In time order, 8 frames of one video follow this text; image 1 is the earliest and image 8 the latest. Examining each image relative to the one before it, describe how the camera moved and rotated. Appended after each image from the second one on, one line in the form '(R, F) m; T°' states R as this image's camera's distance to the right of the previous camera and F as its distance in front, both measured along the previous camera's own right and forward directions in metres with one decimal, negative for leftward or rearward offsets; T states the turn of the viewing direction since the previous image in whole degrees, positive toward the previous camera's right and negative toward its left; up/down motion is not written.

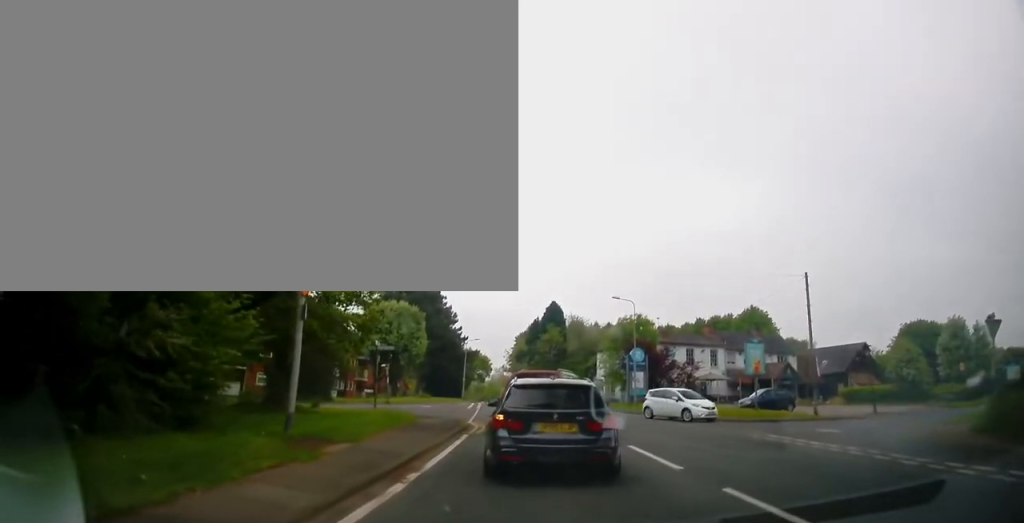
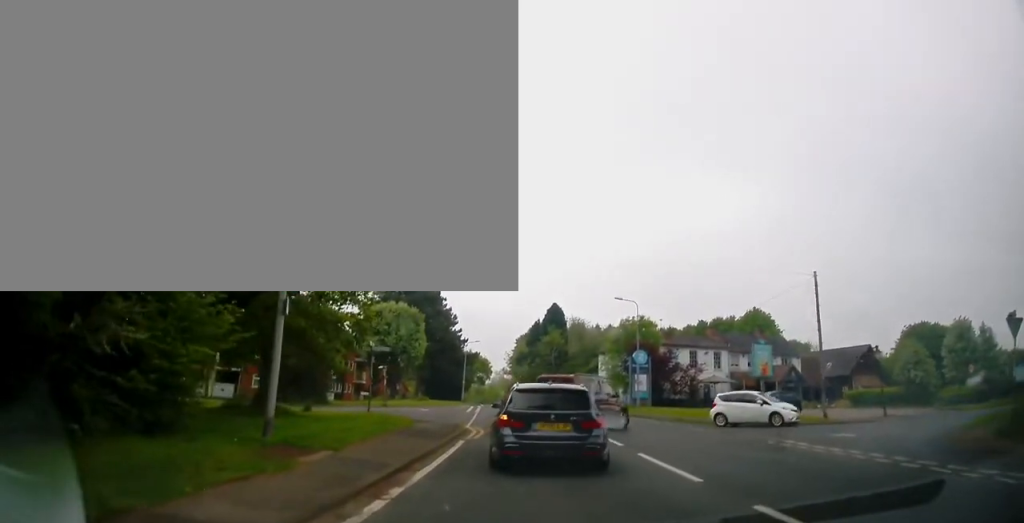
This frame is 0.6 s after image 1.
(0.0, +1.0) m; +2°
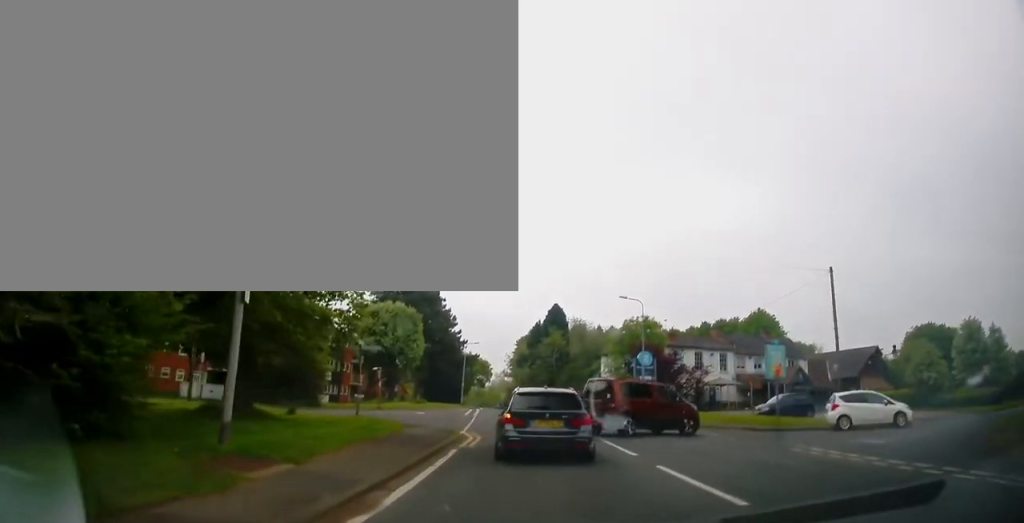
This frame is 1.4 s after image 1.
(+0.1, +1.6) m; +4°
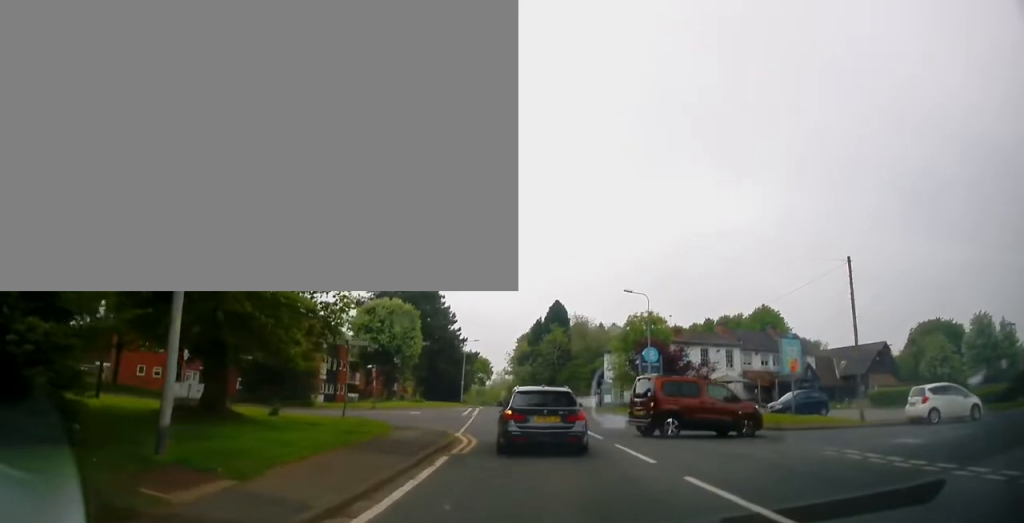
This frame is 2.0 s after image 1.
(+0.1, +1.6) m; +1°
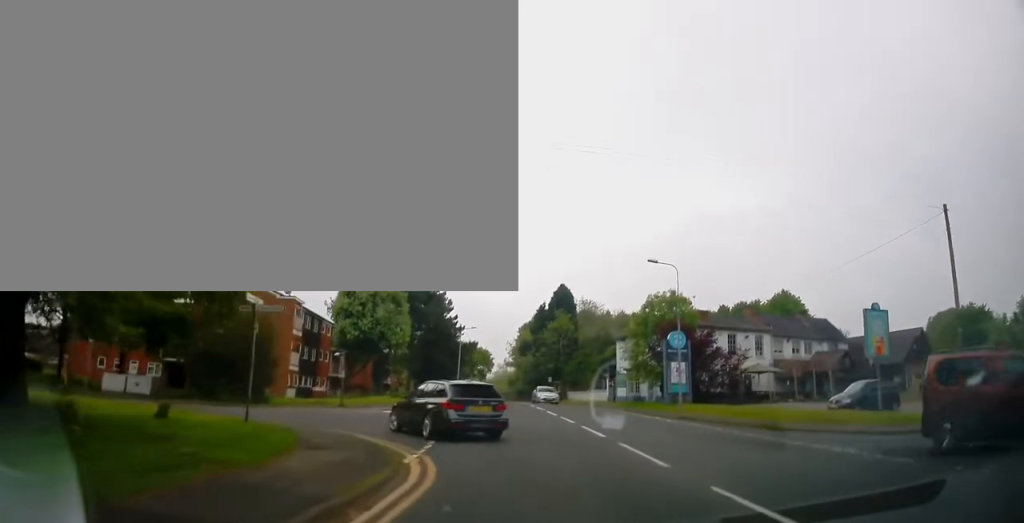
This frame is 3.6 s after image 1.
(-0.1, +6.6) m; -5°
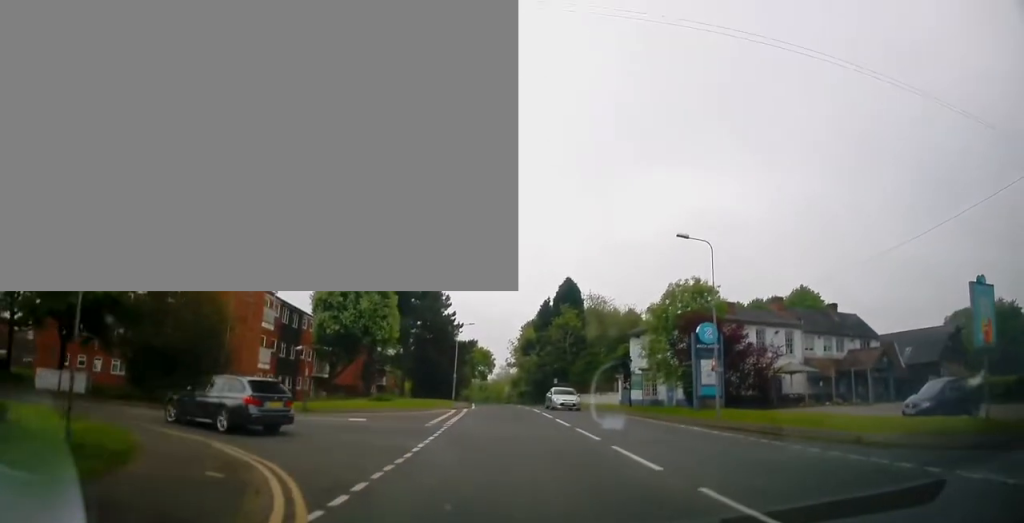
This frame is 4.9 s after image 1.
(-0.2, +6.4) m; 0°
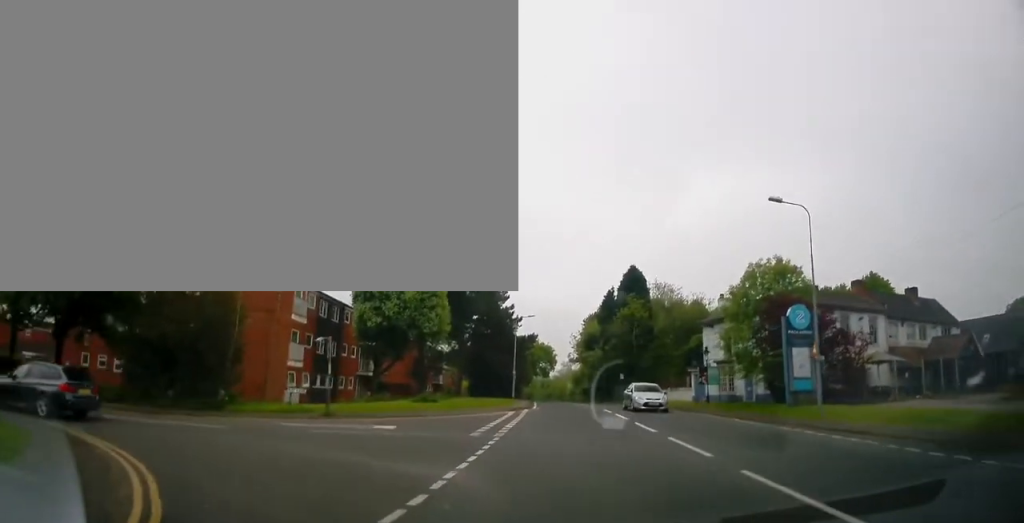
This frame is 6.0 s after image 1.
(+0.1, +5.3) m; -4°
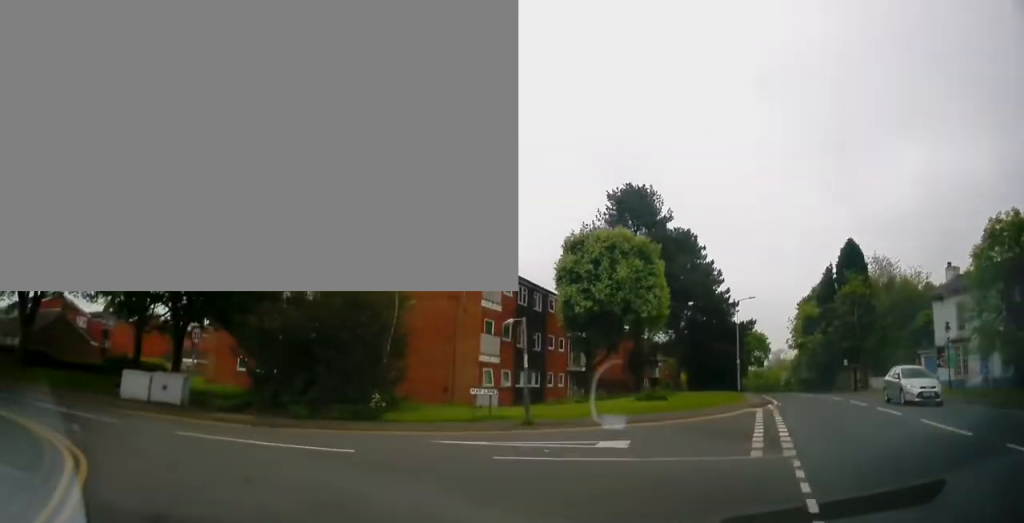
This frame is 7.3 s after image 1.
(-0.8, +6.1) m; -26°
